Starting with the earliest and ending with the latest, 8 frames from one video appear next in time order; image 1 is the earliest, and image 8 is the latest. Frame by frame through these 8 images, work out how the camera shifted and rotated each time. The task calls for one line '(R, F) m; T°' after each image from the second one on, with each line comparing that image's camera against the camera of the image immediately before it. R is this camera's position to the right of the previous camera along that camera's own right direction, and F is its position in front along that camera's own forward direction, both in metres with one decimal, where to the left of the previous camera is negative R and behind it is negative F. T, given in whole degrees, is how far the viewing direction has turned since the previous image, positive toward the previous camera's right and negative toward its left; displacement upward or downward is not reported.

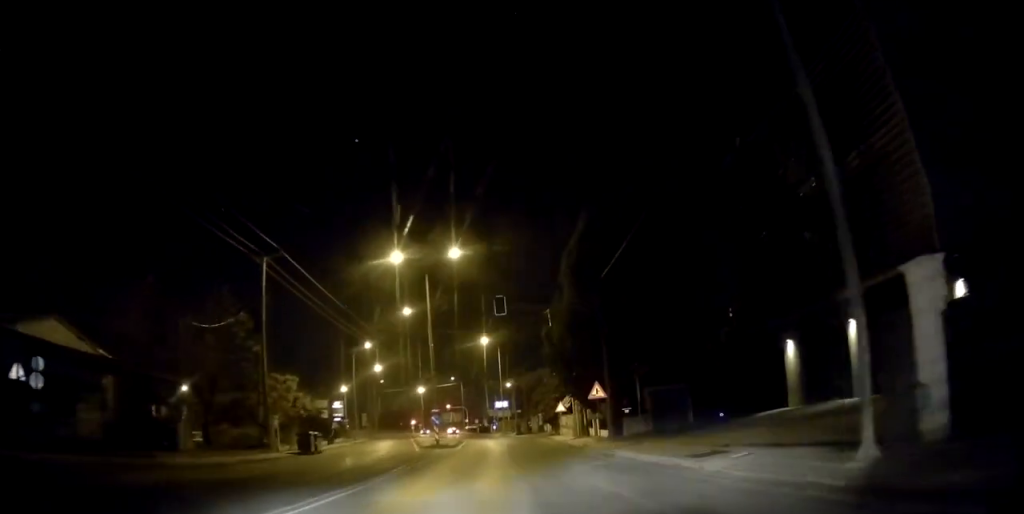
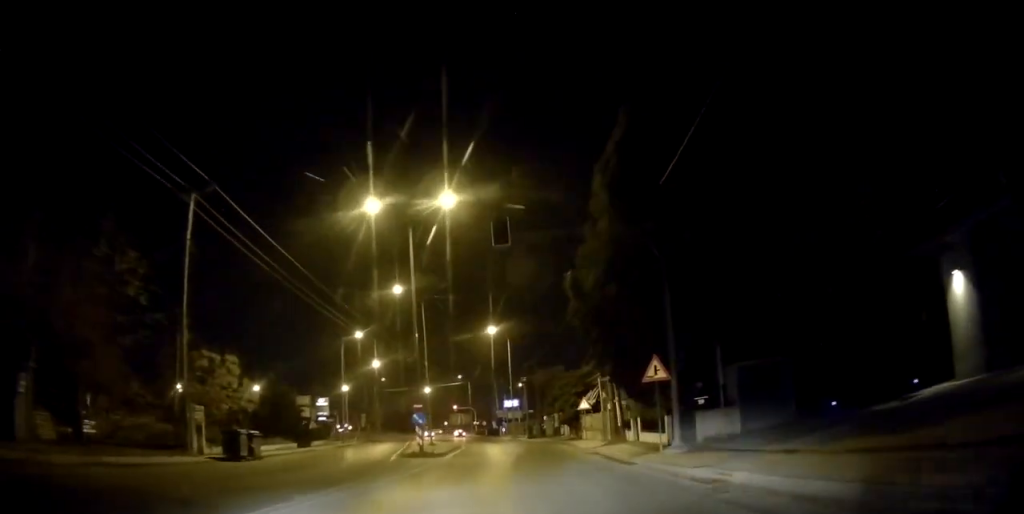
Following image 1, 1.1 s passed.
(-0.5, +9.9) m; -1°
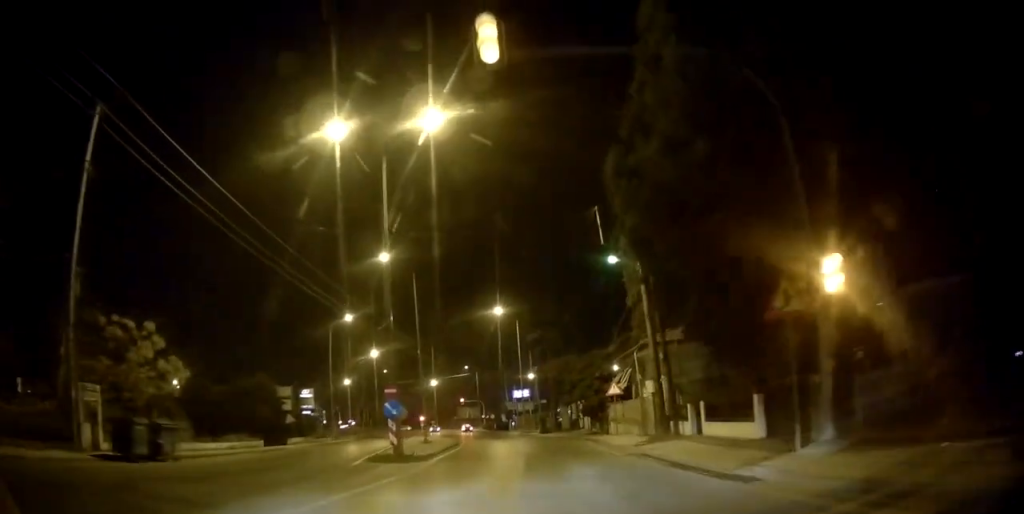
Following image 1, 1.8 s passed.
(+0.2, +8.2) m; +2°
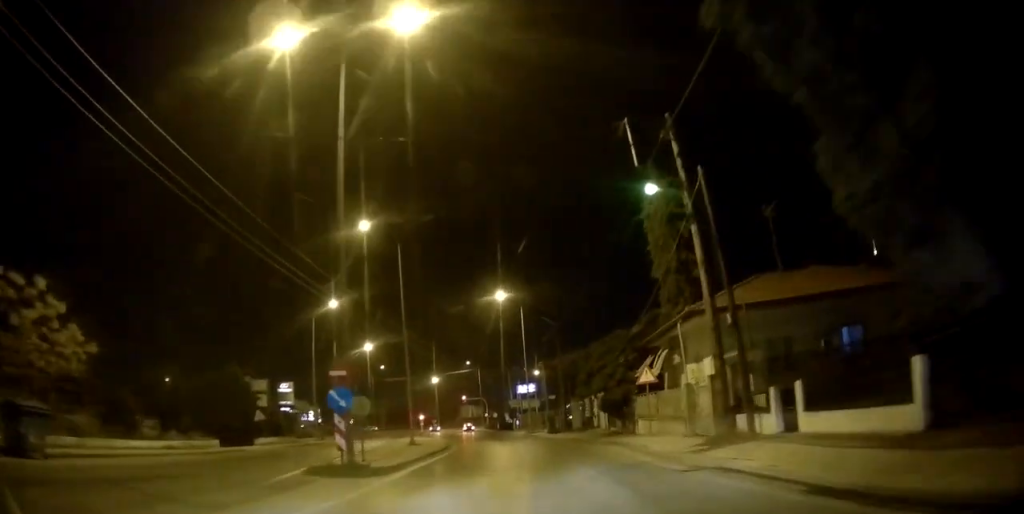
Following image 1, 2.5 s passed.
(+0.1, +6.7) m; +1°
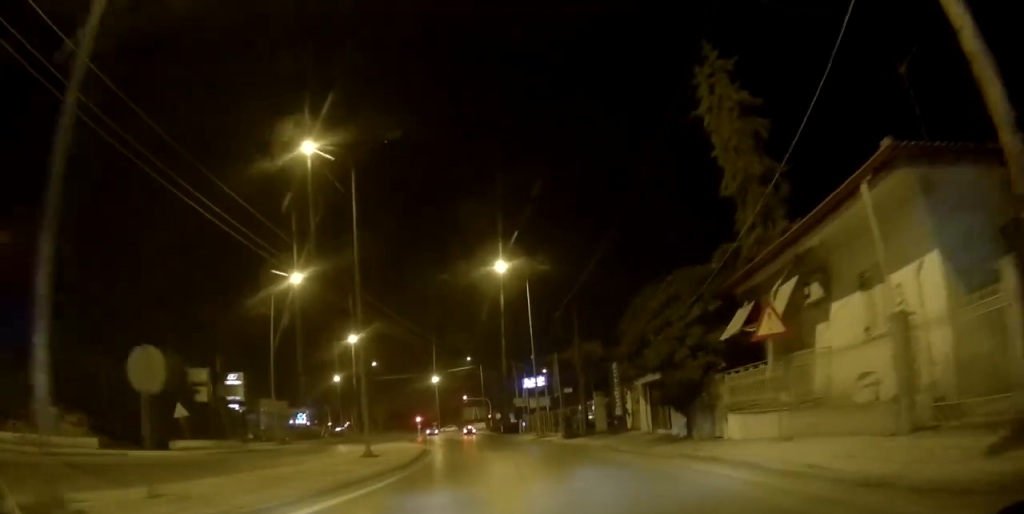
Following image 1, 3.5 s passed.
(-0.1, +11.1) m; -2°
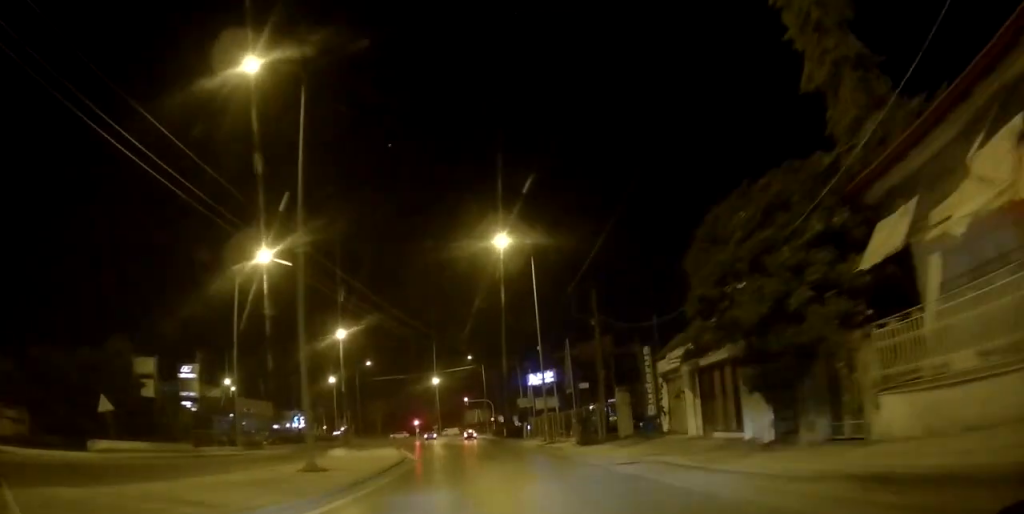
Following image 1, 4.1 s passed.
(-0.4, +6.9) m; 0°
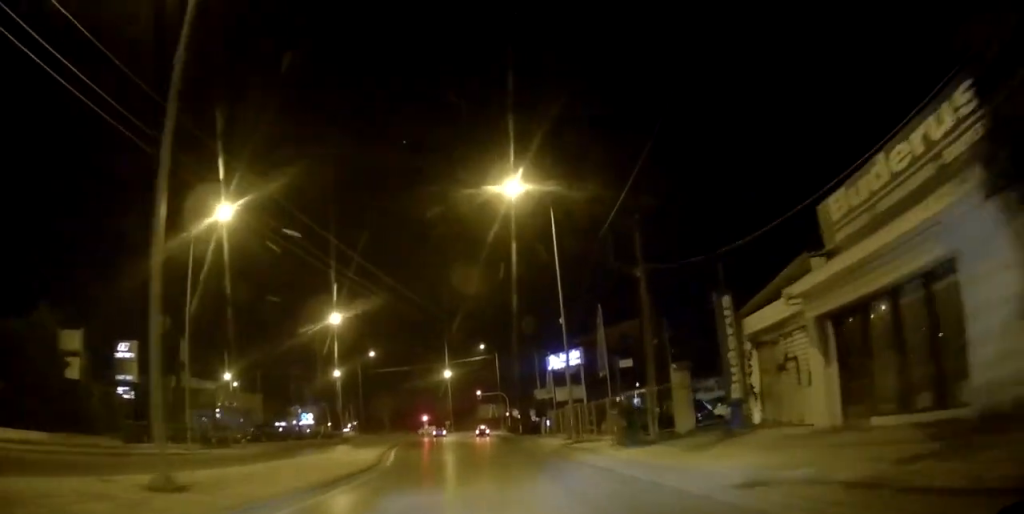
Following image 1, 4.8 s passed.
(+0.3, +8.1) m; 0°
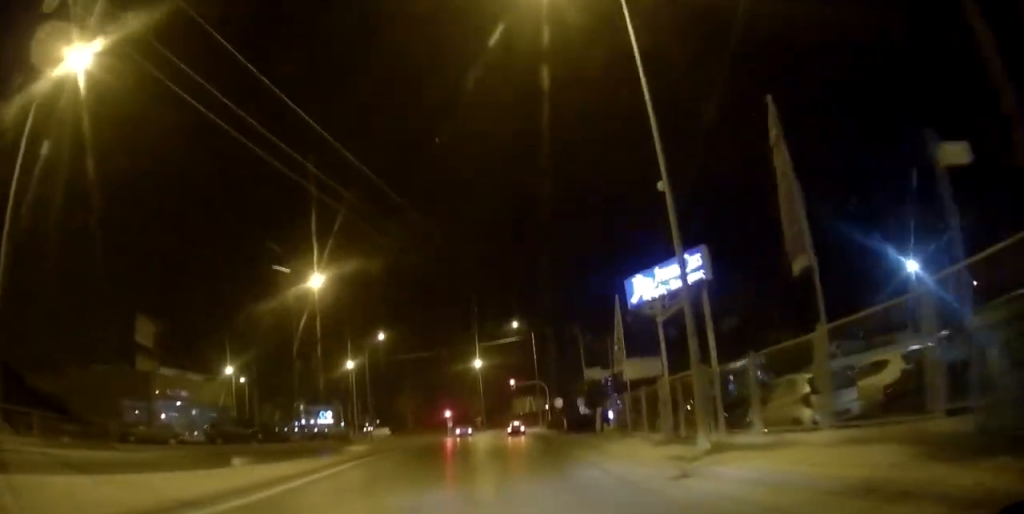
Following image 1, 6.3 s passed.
(-0.6, +16.1) m; -6°
